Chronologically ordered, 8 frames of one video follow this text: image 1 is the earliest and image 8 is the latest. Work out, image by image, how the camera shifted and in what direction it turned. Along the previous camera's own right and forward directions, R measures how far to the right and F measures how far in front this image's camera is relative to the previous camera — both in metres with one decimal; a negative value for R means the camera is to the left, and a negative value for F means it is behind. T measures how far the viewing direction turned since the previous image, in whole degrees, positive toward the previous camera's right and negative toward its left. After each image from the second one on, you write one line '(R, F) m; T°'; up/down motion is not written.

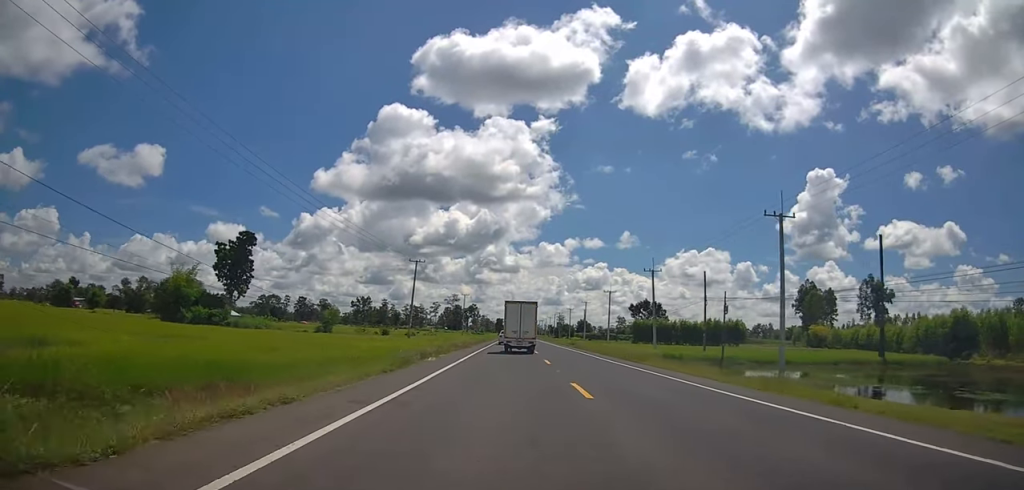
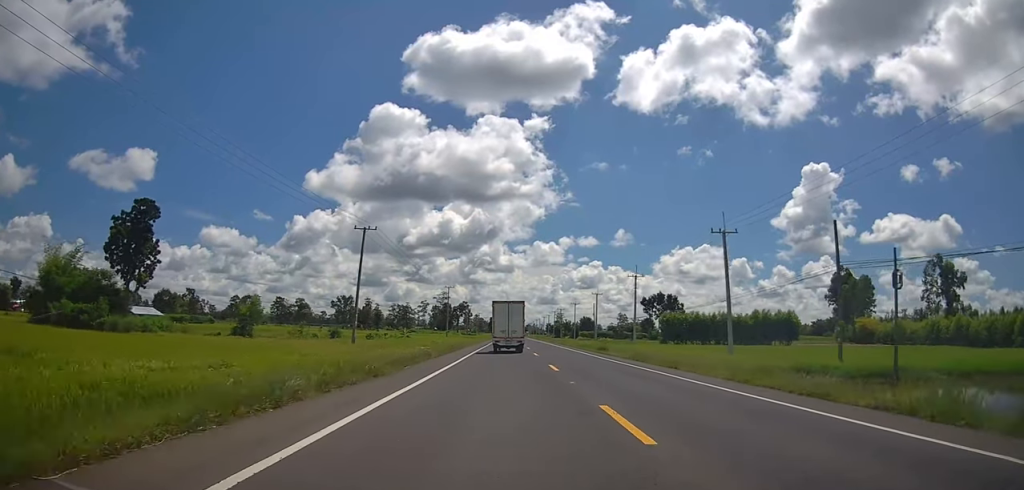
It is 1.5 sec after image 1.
(-0.7, +28.7) m; 0°
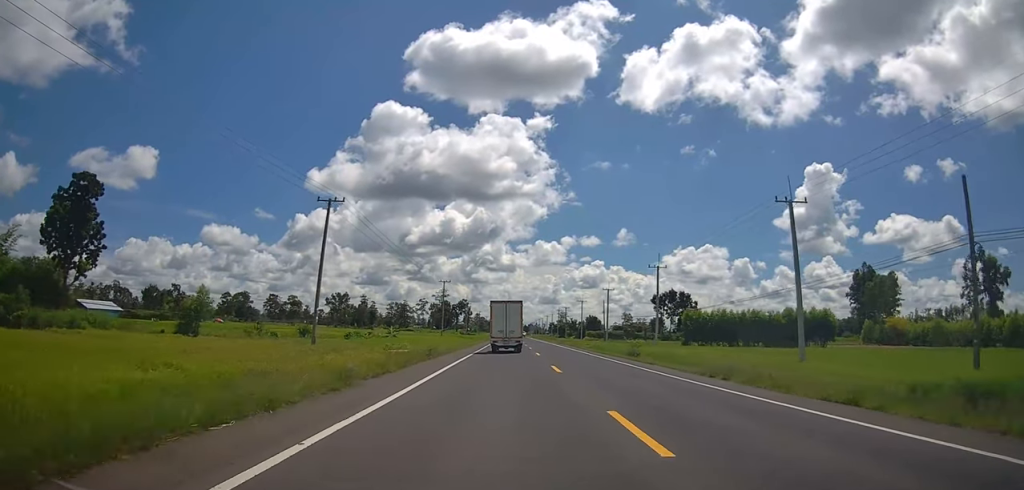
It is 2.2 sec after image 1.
(+0.3, +12.4) m; +2°
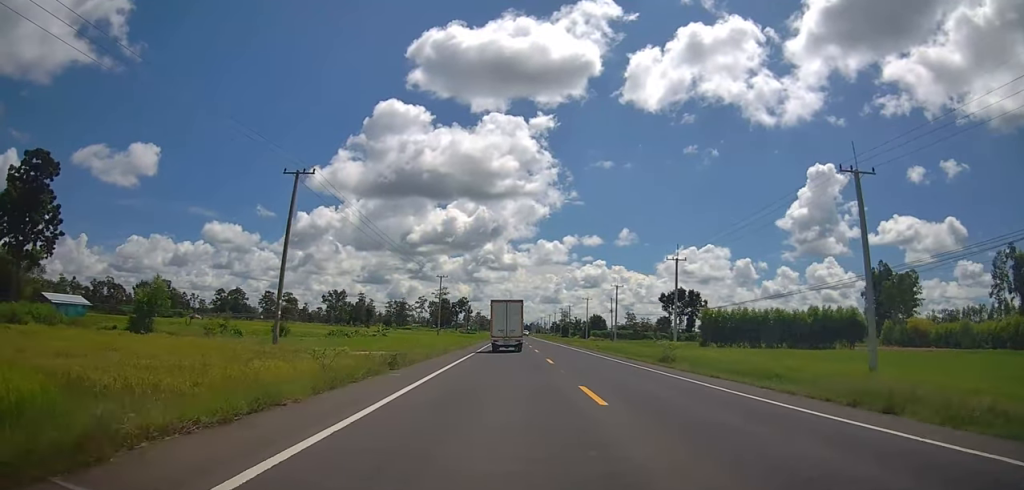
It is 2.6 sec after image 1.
(0.0, +8.0) m; -1°
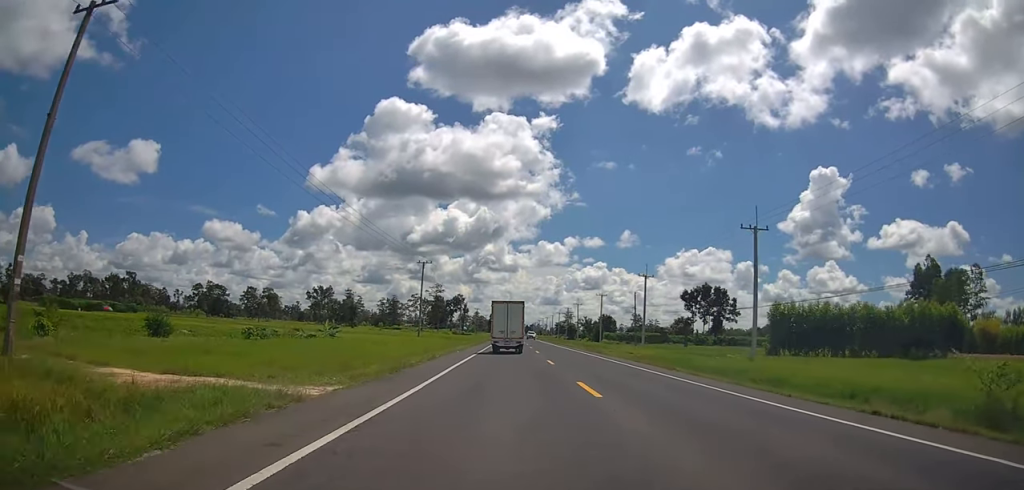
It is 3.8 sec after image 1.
(-0.5, +22.9) m; -2°
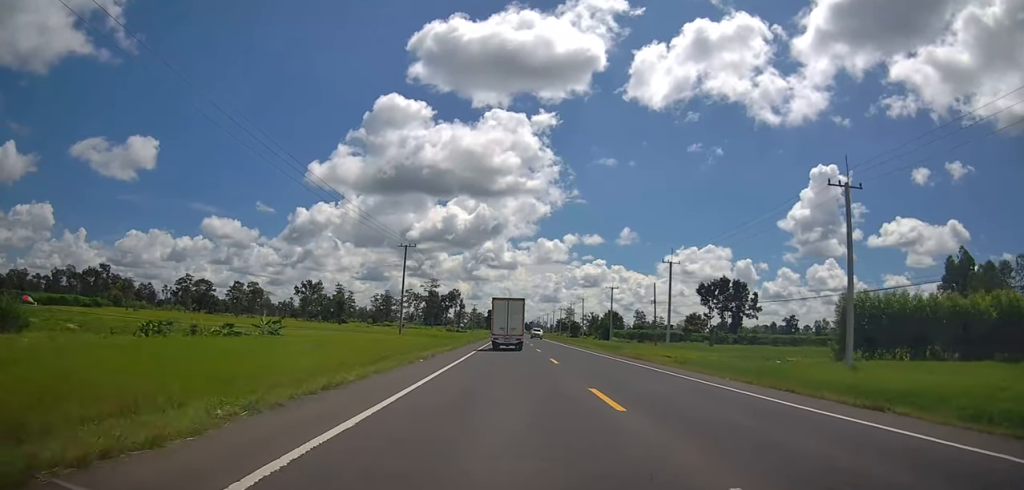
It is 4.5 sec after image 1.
(-0.1, +14.2) m; +1°
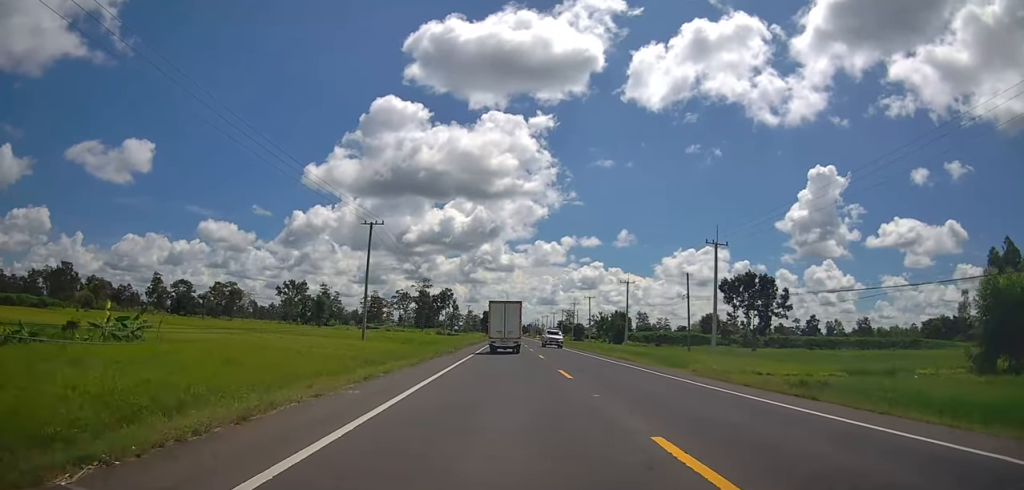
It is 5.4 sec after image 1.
(+0.5, +17.3) m; +1°
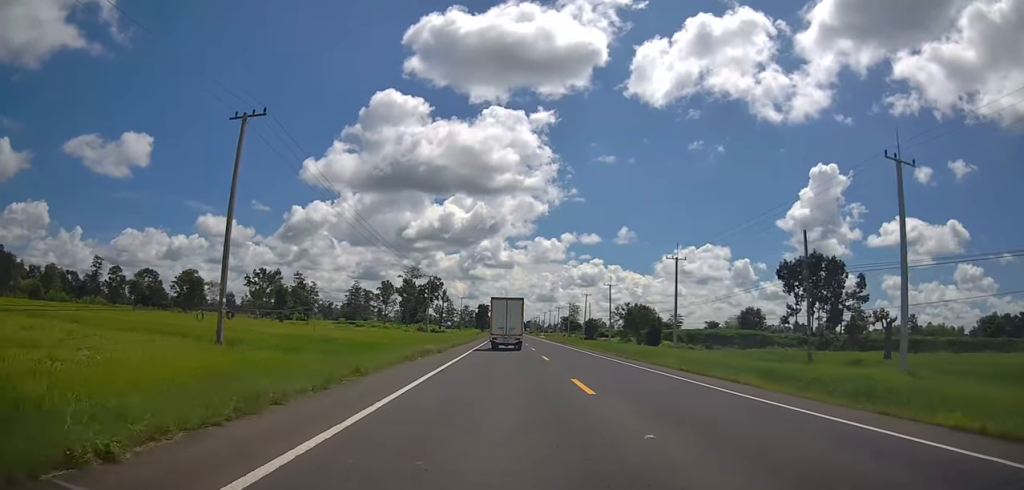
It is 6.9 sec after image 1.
(-0.9, +28.5) m; -2°
